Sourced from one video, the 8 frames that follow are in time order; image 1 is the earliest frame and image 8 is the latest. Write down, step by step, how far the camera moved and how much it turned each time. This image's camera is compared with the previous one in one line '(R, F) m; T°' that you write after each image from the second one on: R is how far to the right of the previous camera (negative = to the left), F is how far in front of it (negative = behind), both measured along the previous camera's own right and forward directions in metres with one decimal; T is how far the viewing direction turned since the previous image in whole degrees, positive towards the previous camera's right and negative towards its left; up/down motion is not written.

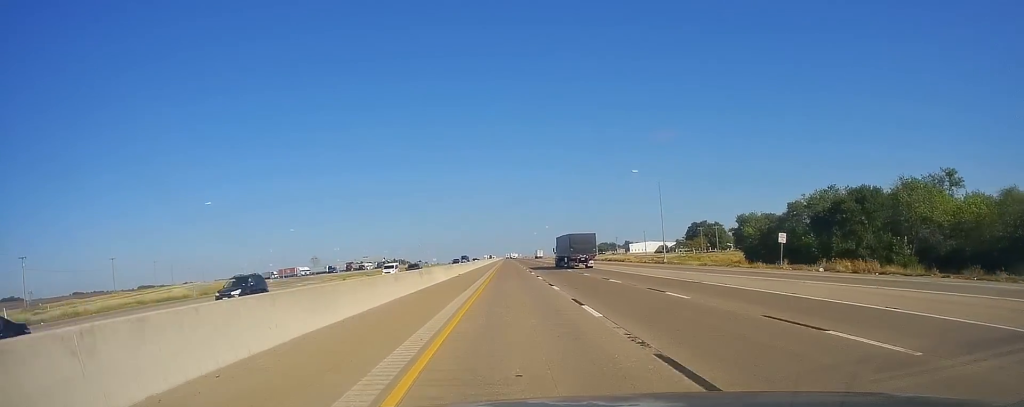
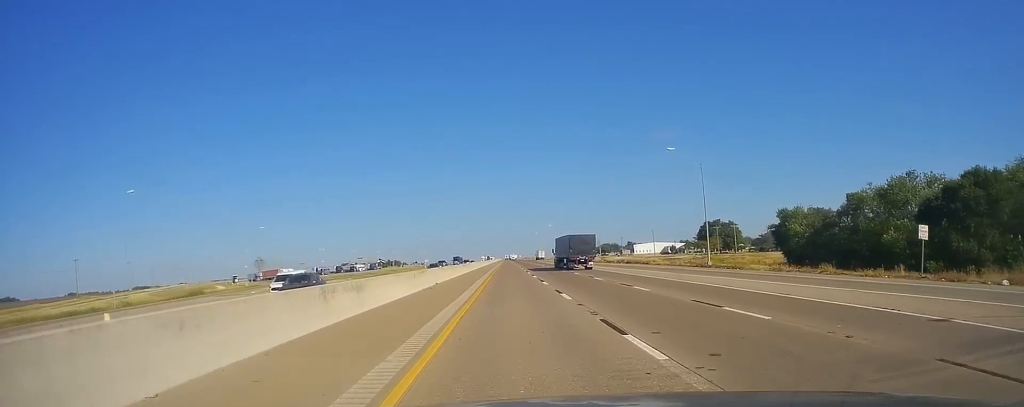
(0.0, +18.6) m; 0°
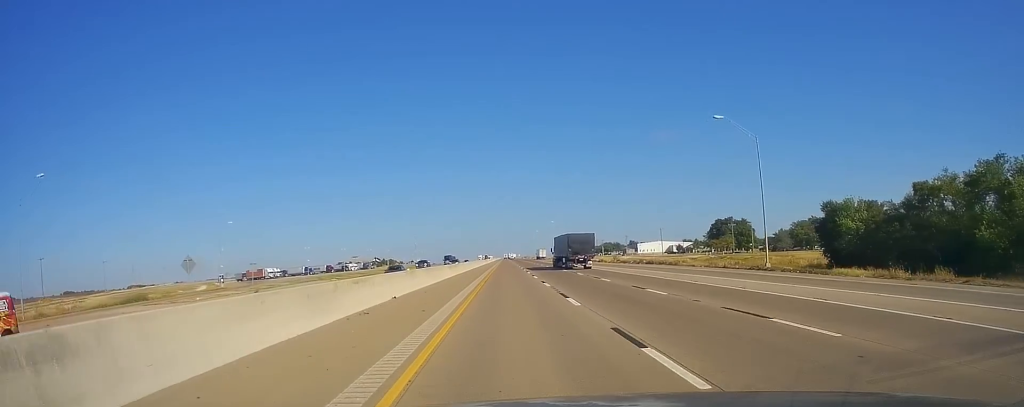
(0.0, +15.3) m; 0°
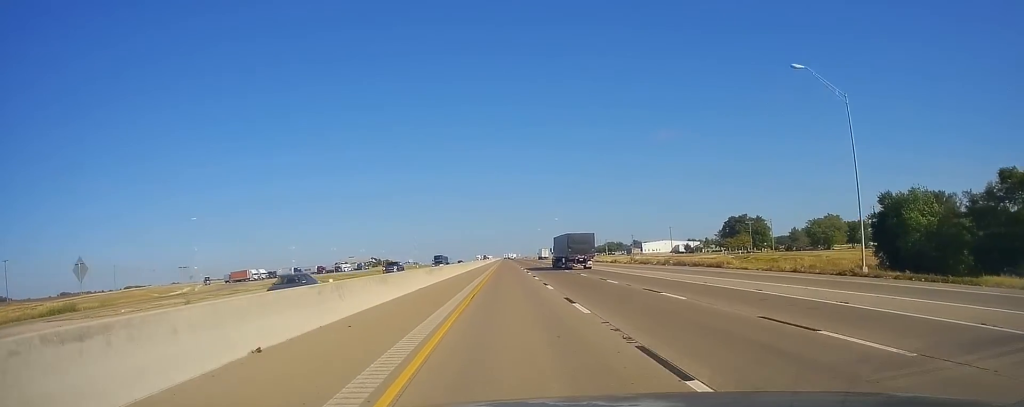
(0.0, +14.7) m; 0°
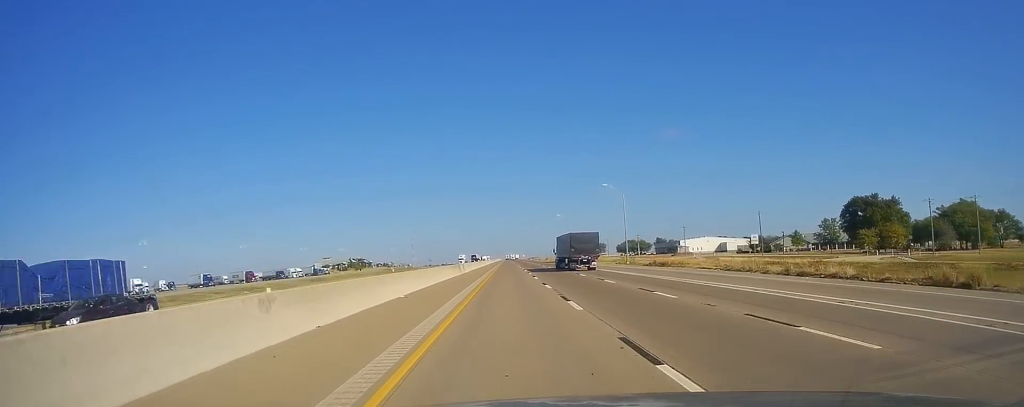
(+1.5, +84.2) m; 0°
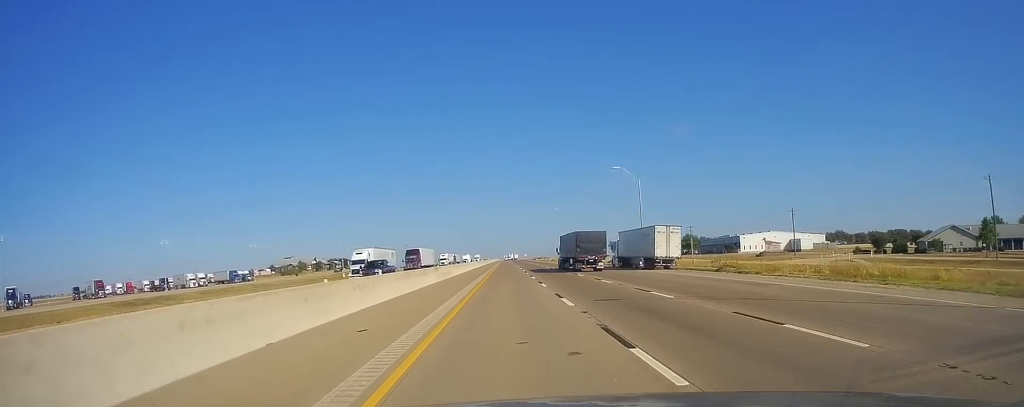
(+0.2, +84.7) m; 0°
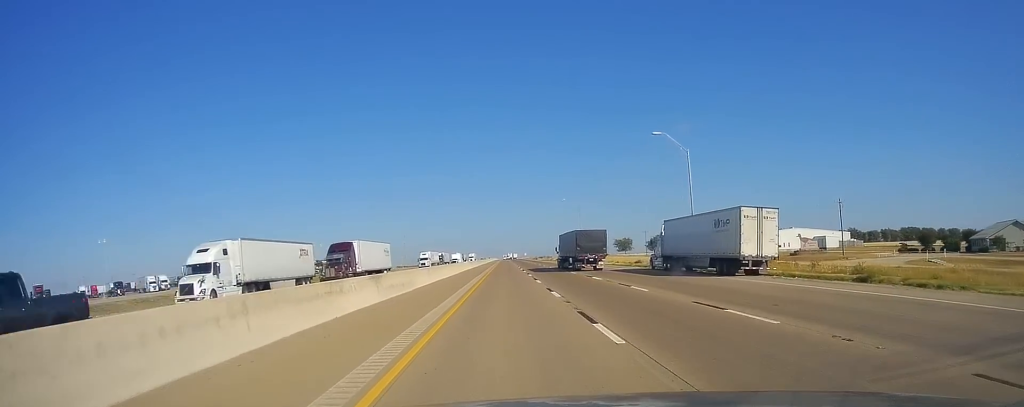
(-0.3, +20.9) m; 0°
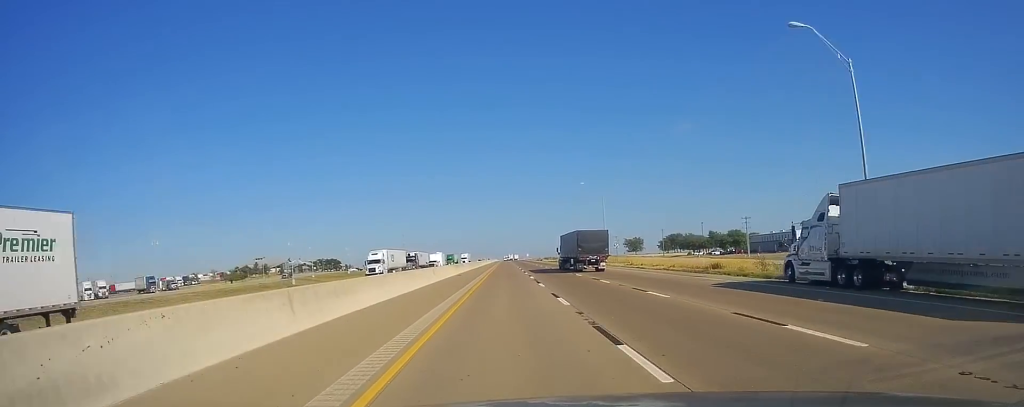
(0.0, +27.6) m; +1°
